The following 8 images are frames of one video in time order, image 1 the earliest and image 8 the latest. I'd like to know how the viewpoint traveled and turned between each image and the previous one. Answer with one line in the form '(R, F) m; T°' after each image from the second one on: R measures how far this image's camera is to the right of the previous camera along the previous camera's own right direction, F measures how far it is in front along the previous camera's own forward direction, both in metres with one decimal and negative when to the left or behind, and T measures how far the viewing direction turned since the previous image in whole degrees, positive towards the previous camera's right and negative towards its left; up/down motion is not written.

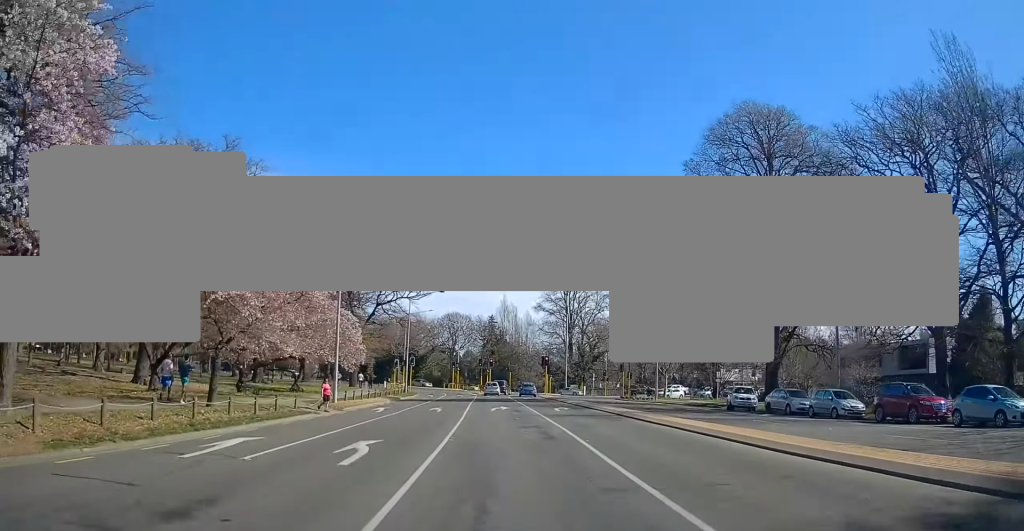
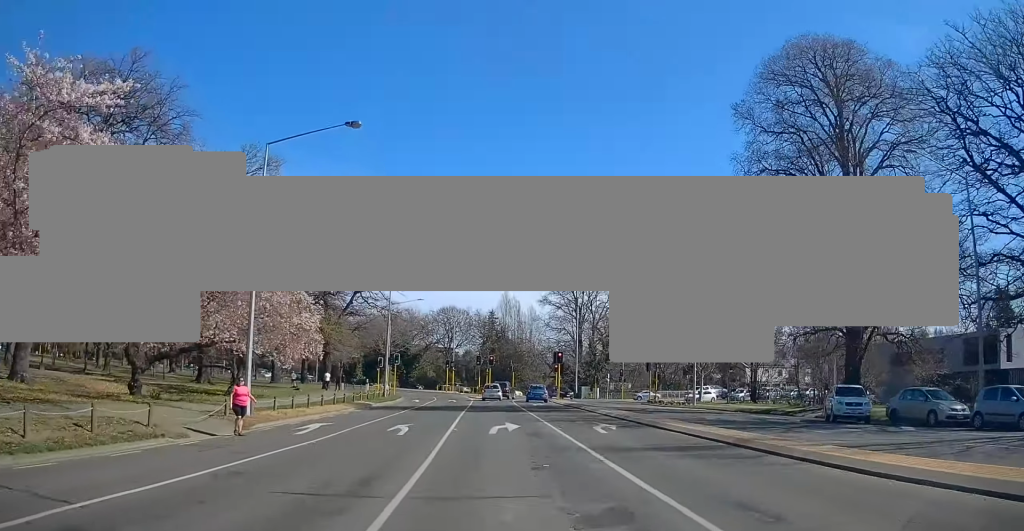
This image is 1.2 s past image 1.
(+0.2, +13.5) m; +1°
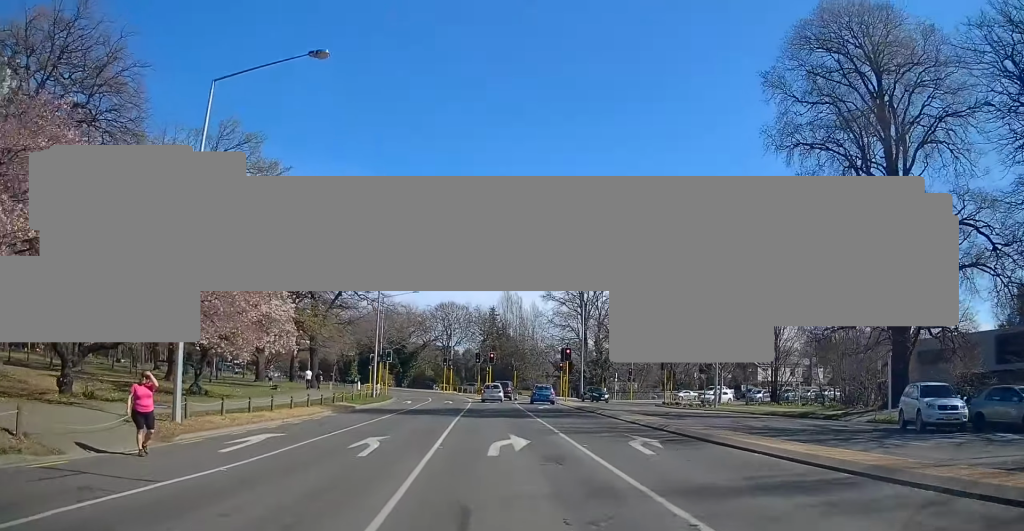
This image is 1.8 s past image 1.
(0.0, +5.6) m; 0°
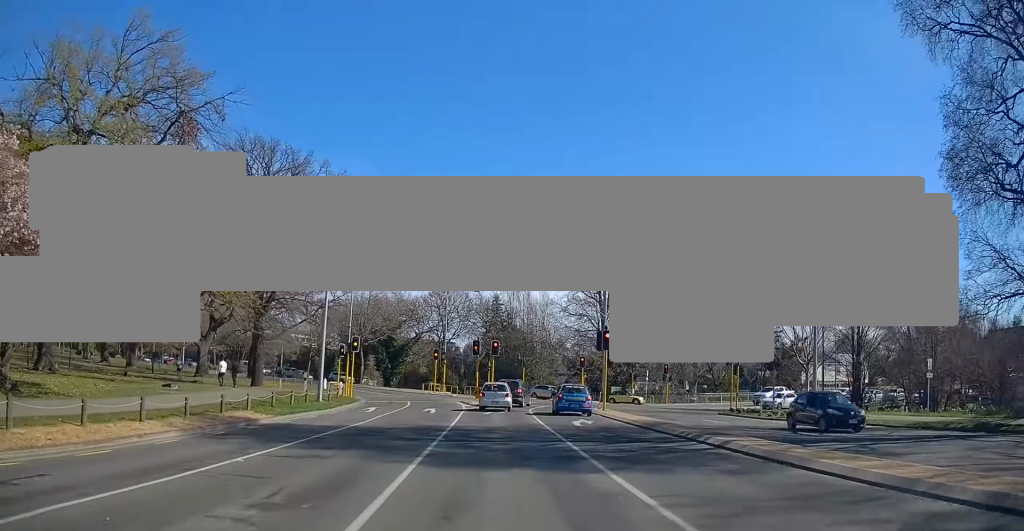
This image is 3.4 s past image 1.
(0.0, +16.4) m; -3°
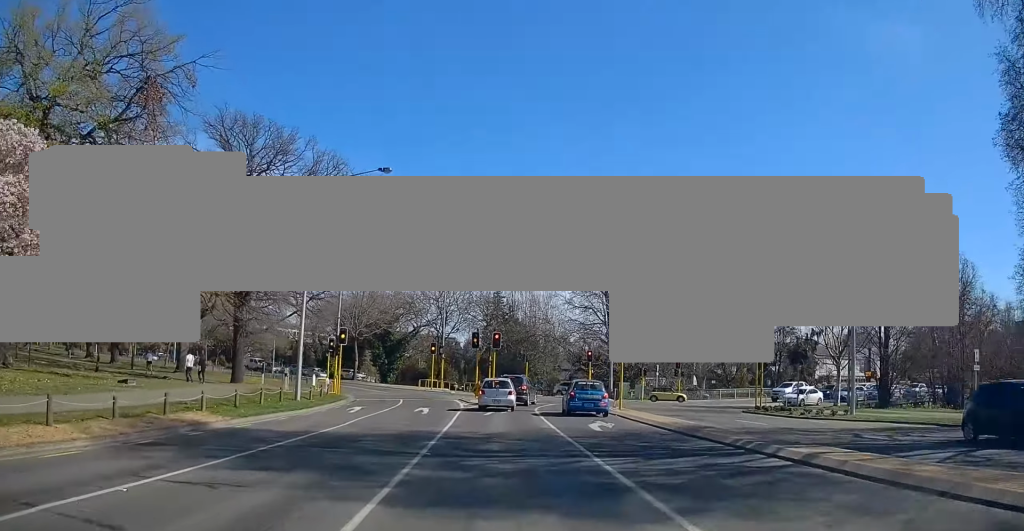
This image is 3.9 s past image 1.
(-0.2, +4.1) m; +1°
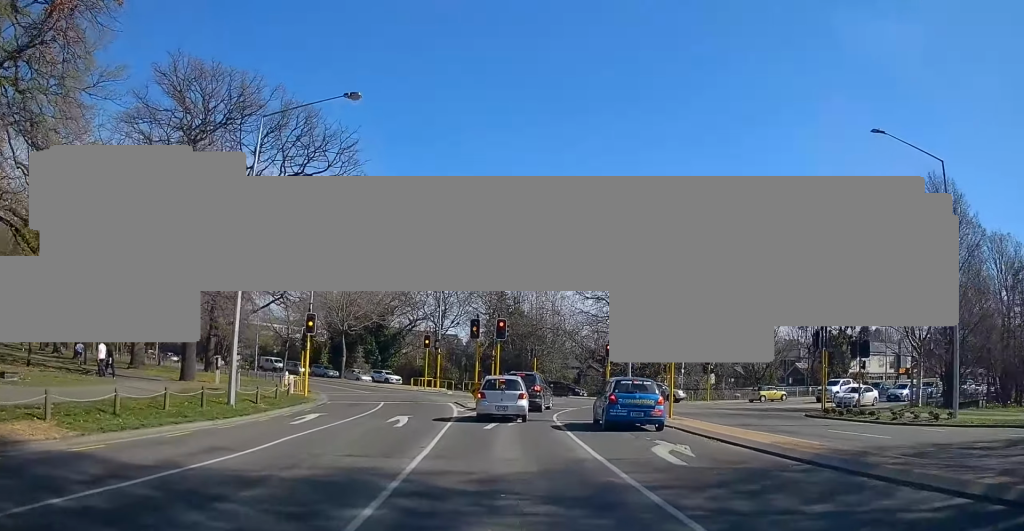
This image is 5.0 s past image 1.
(+0.1, +8.6) m; +3°
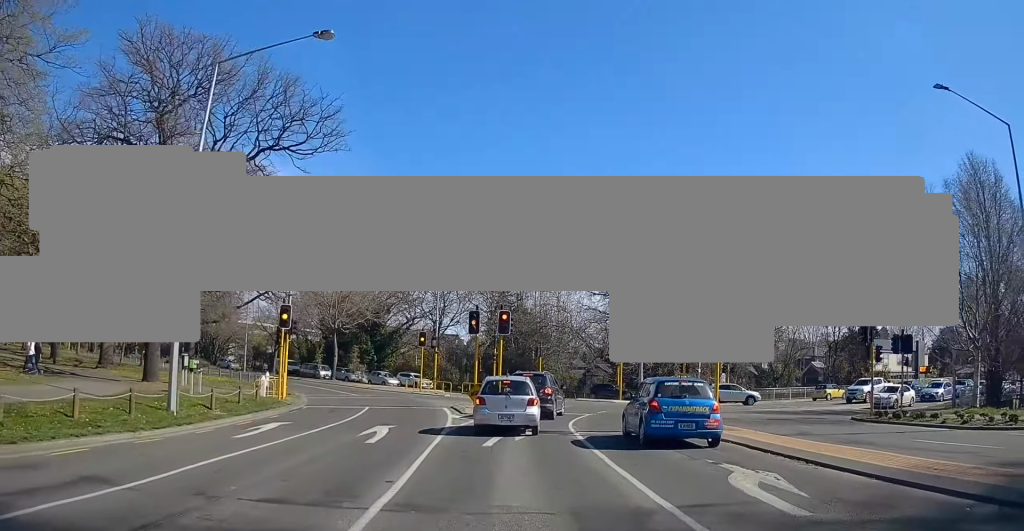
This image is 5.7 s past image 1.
(+0.3, +5.0) m; +1°
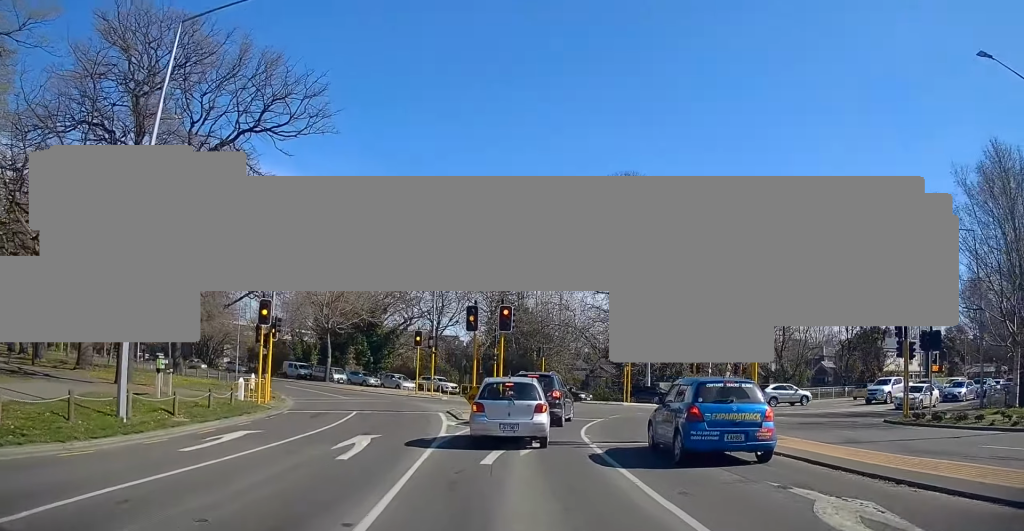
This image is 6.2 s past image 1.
(-0.1, +3.1) m; -3°
